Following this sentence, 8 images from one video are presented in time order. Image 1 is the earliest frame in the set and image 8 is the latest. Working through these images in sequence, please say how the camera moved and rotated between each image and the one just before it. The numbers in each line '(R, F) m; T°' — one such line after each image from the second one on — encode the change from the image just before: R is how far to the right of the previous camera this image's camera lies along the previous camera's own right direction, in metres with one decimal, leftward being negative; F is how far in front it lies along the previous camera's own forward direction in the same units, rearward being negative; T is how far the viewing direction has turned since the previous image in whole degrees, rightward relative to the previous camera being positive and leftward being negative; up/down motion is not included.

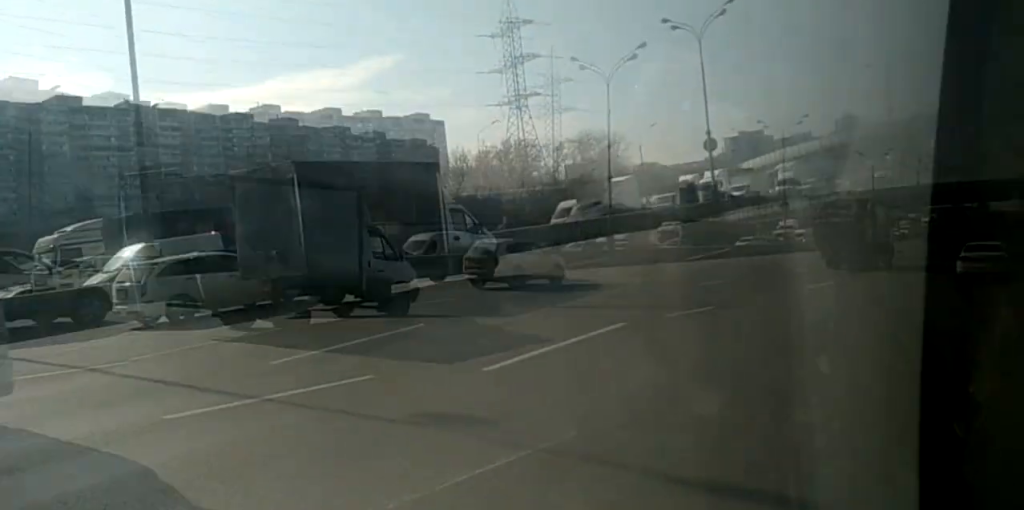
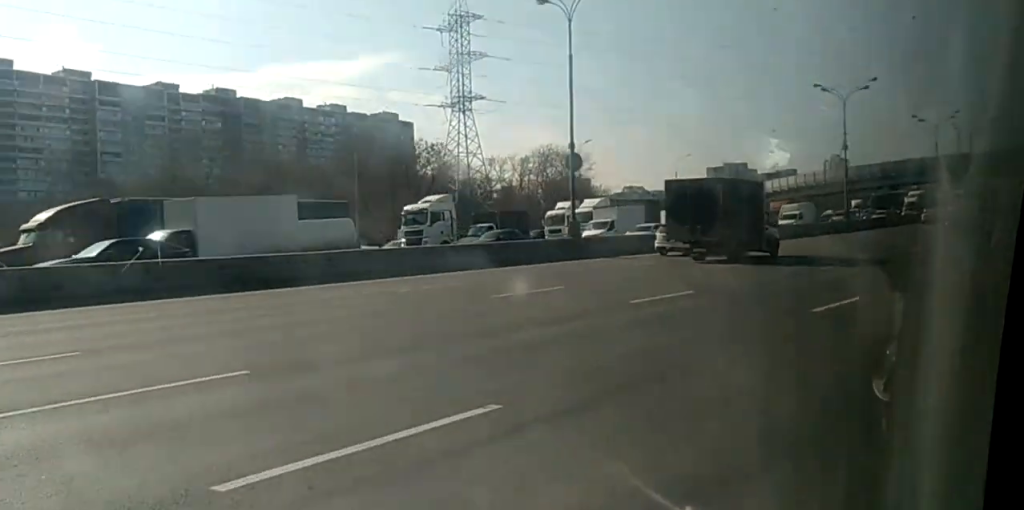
(+0.6, +19.8) m; +2°
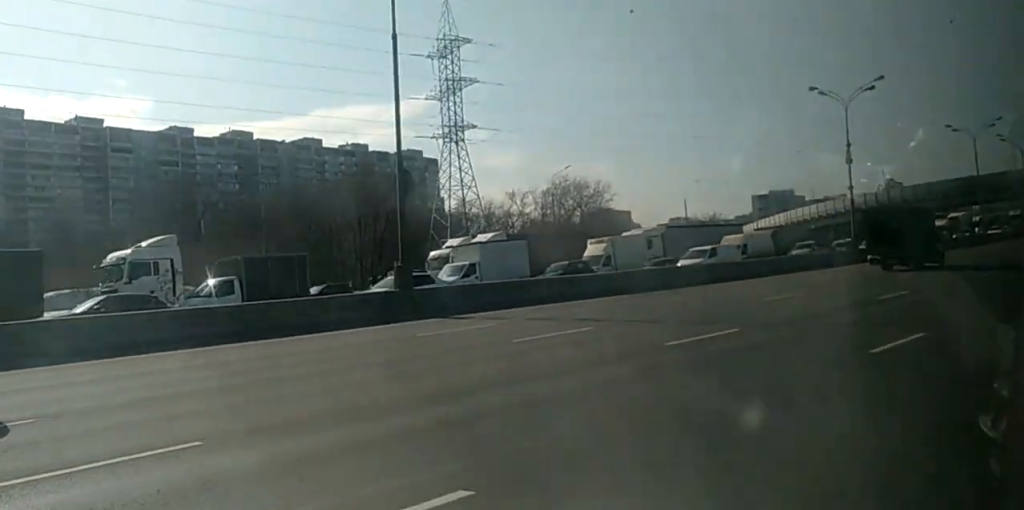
(0.0, +17.8) m; -1°
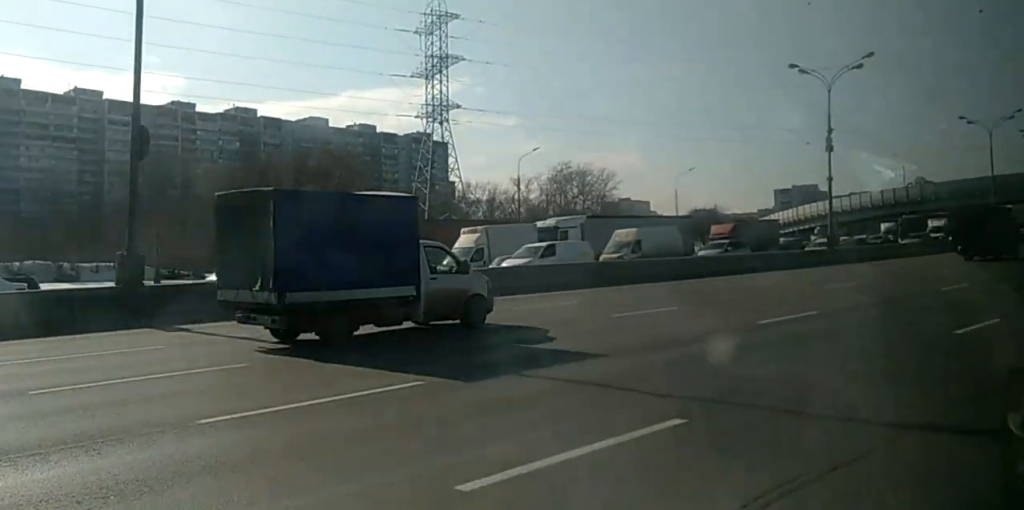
(-0.2, +11.6) m; -1°
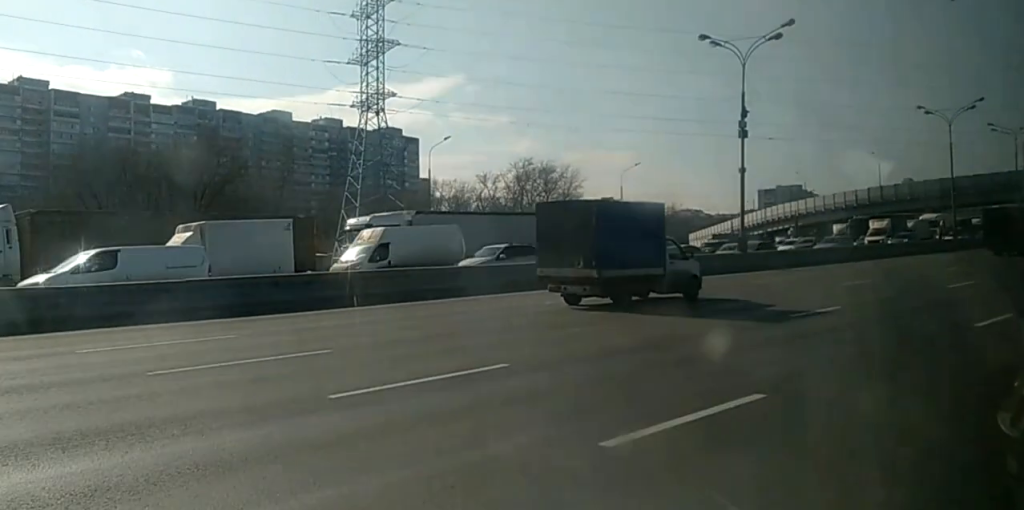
(-0.1, +11.3) m; +1°
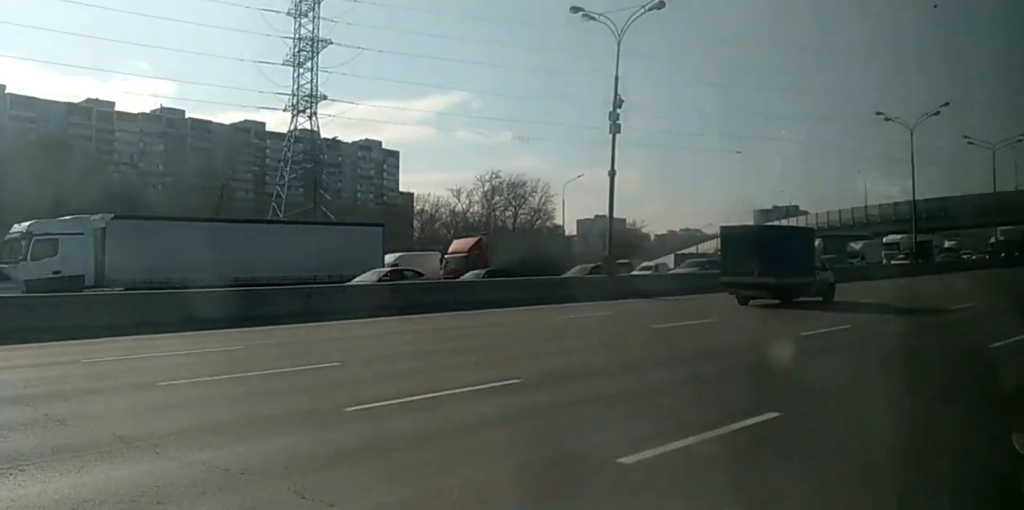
(+0.3, +12.5) m; +1°
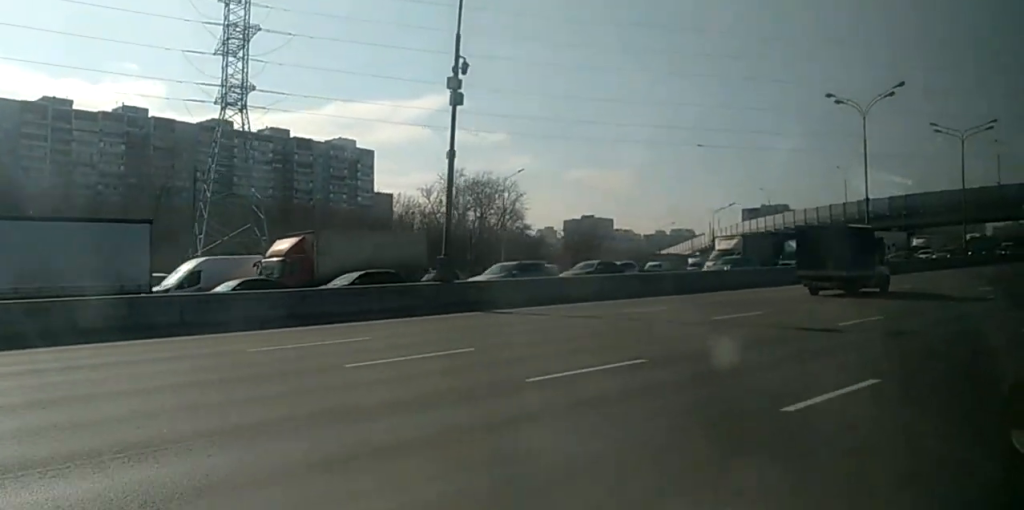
(0.0, +9.4) m; 0°
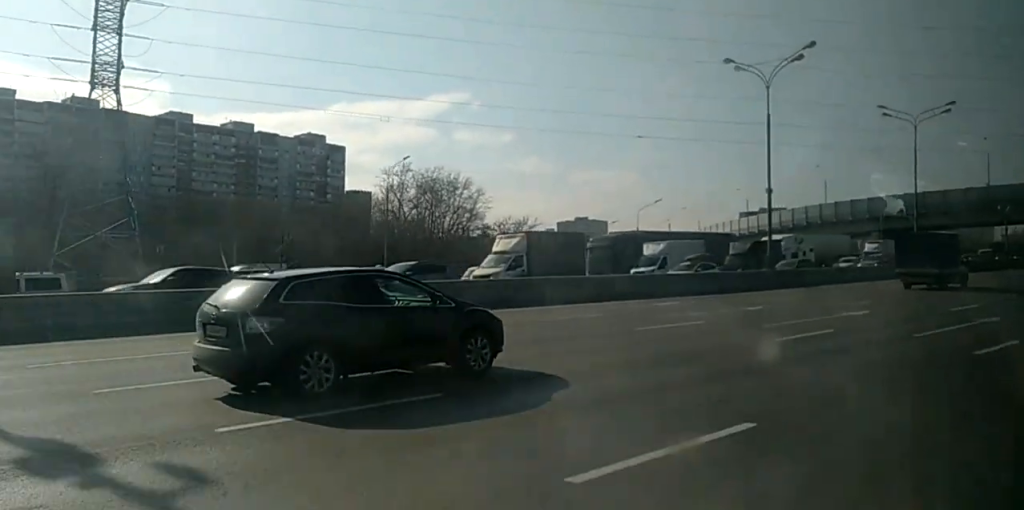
(+0.2, +16.1) m; +1°
